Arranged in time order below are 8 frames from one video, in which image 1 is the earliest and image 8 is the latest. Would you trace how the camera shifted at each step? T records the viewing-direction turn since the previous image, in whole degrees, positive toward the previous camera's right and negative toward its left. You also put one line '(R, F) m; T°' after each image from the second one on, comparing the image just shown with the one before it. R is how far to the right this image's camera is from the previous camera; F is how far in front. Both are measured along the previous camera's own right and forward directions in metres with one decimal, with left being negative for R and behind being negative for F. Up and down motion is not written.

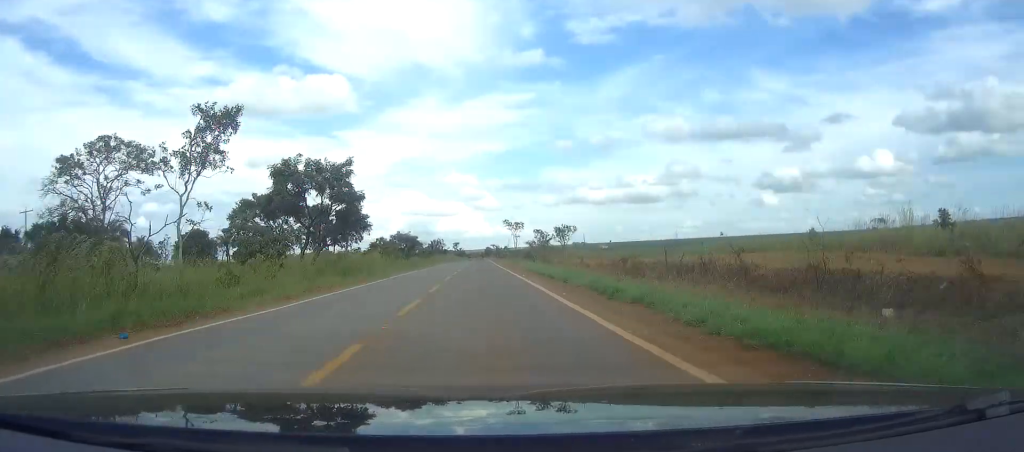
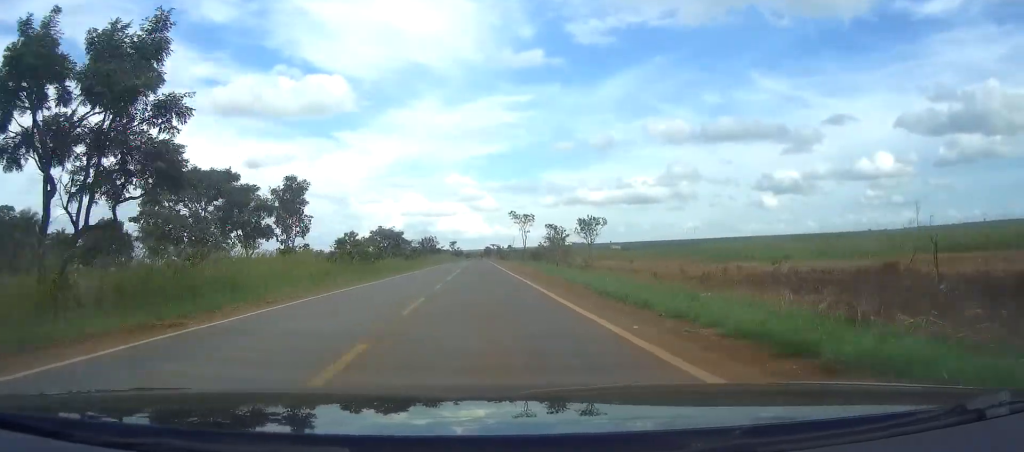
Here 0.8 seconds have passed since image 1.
(0.0, +26.7) m; 0°
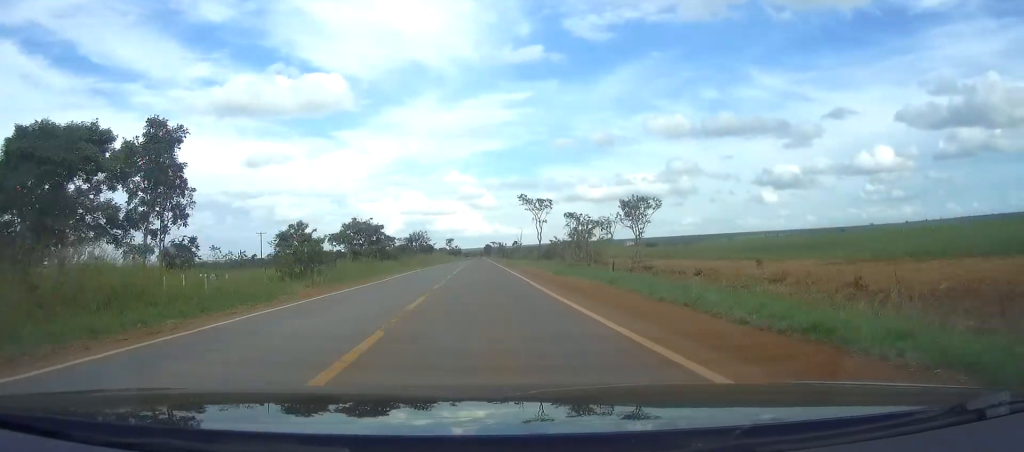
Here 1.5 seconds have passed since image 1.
(0.0, +25.5) m; 0°
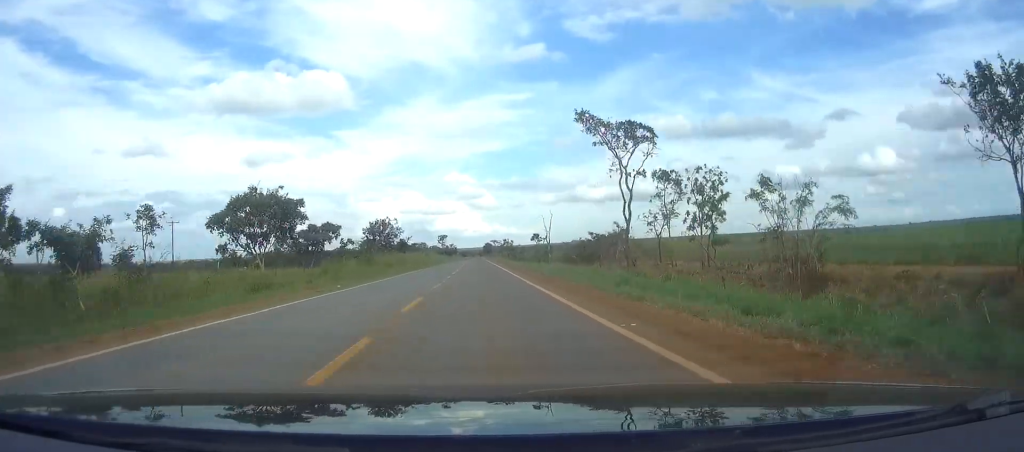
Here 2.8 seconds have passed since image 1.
(+0.1, +44.9) m; 0°
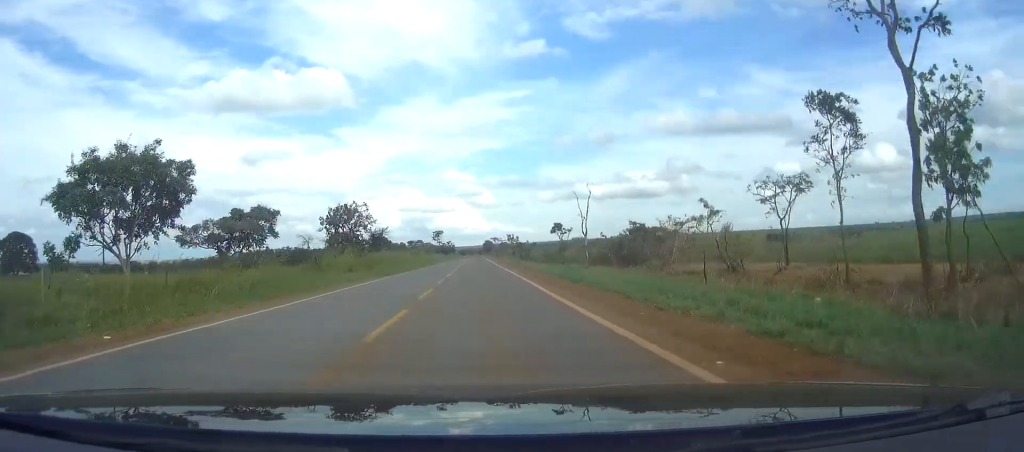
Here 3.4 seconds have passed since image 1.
(+0.1, +21.9) m; 0°
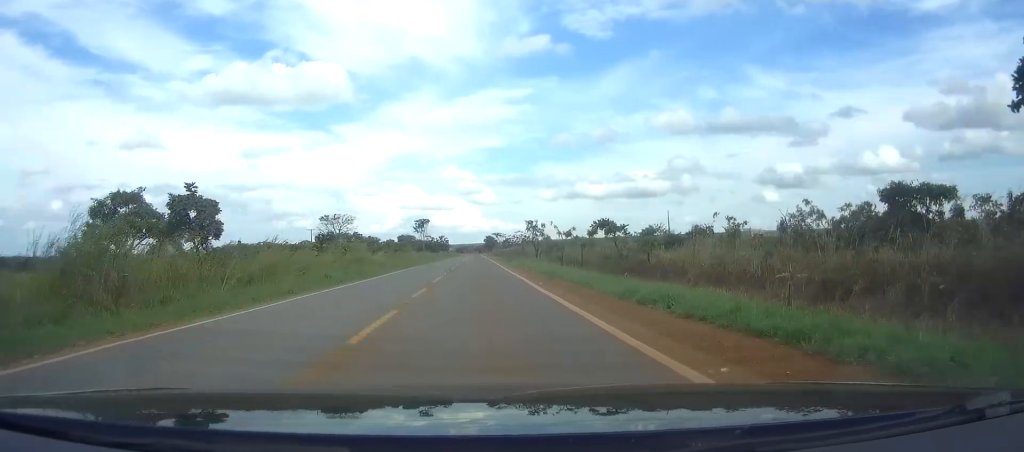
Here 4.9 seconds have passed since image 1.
(-0.1, +51.7) m; 0°
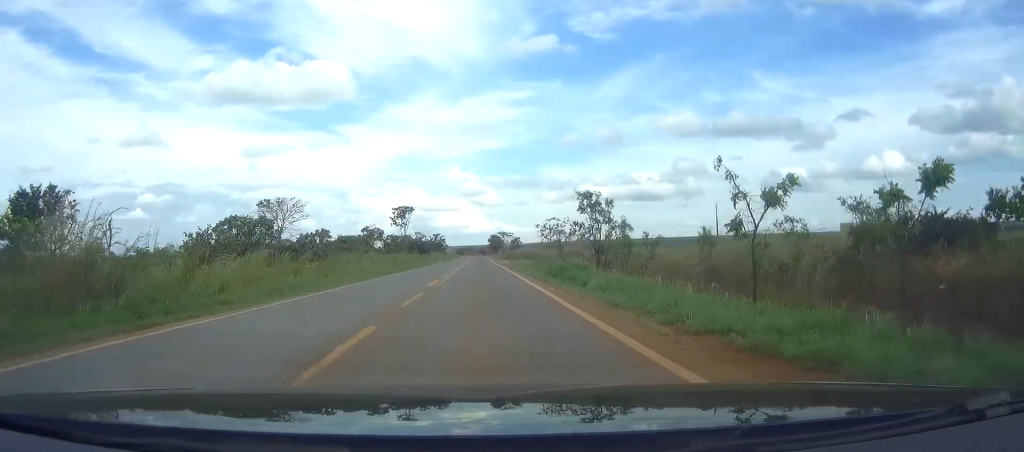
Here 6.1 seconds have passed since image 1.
(-0.1, +38.8) m; 0°
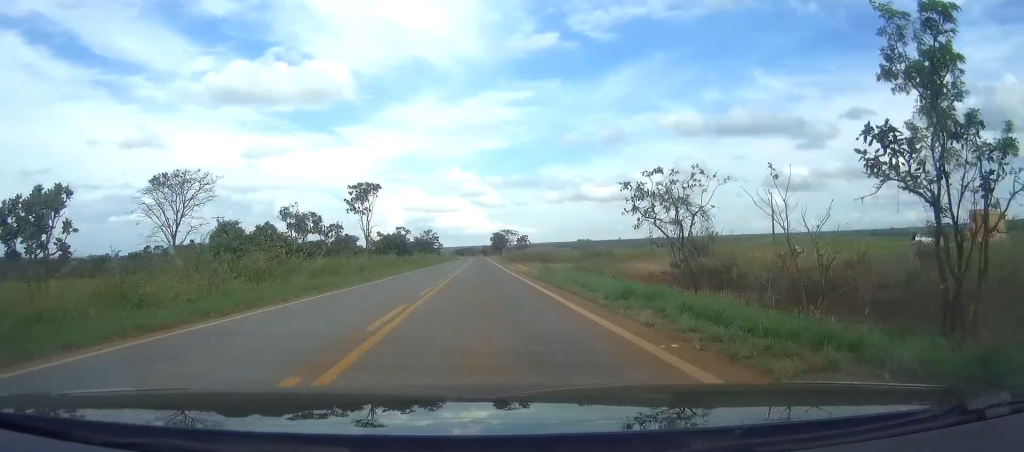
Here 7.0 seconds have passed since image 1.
(-0.1, +31.7) m; 0°
